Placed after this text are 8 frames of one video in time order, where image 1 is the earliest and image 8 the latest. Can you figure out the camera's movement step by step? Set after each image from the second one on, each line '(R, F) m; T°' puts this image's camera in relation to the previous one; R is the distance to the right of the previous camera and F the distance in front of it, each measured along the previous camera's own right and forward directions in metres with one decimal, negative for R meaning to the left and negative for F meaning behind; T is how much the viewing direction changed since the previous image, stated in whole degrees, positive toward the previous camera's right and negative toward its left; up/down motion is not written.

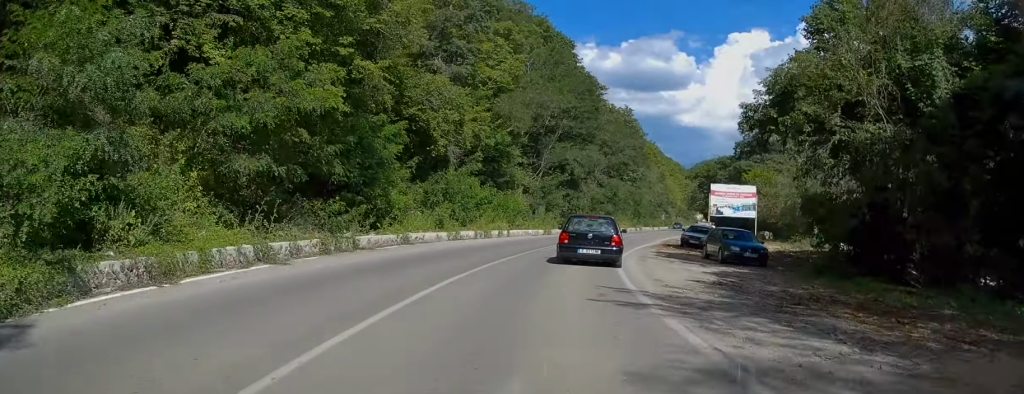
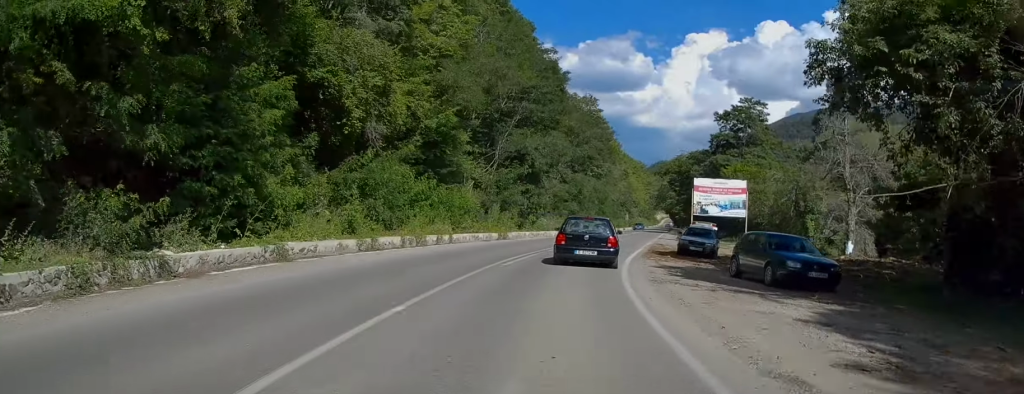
(+0.2, +8.6) m; +4°
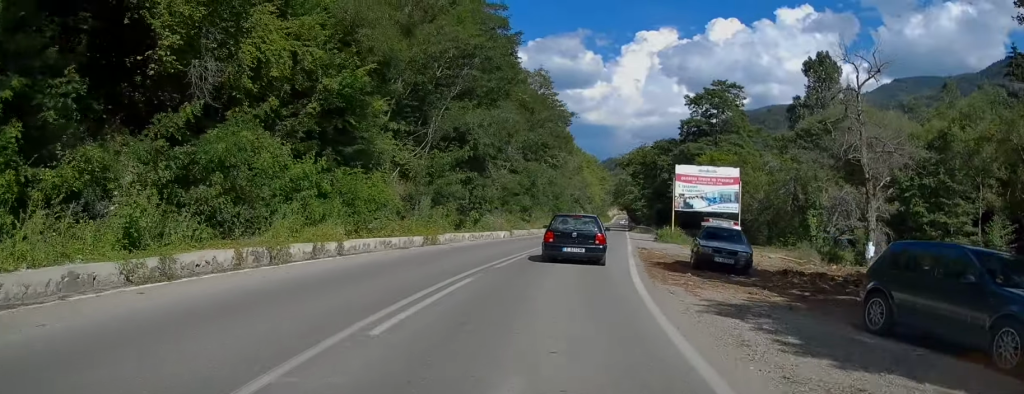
(+0.3, +9.6) m; +5°
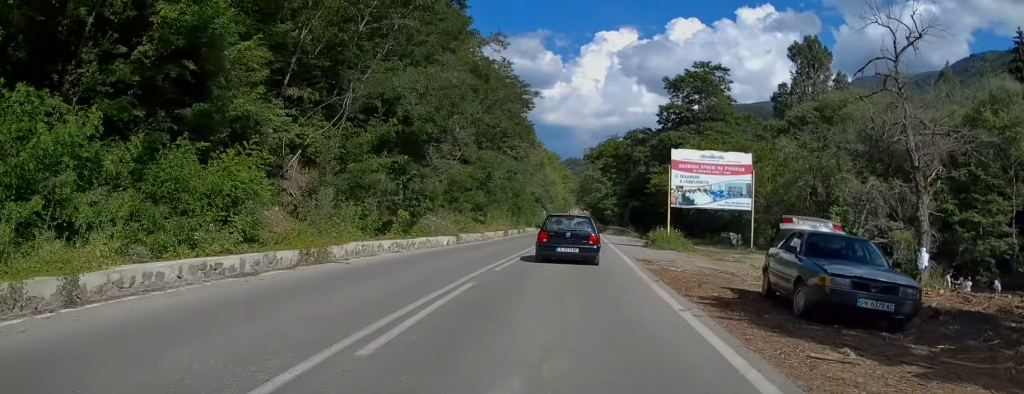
(+0.5, +9.6) m; +4°
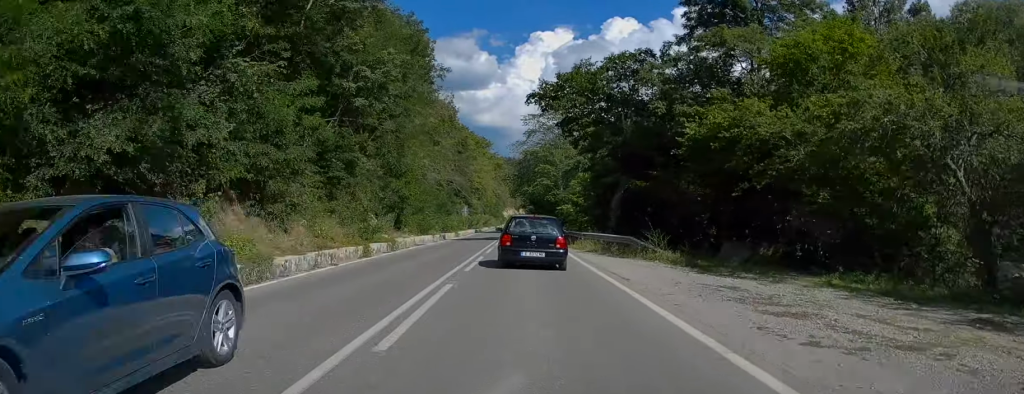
(+2.9, +35.3) m; +7°
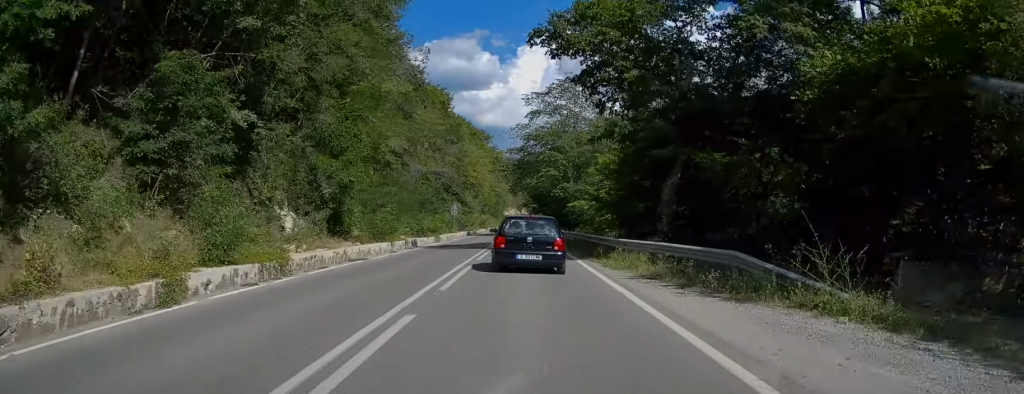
(+0.1, +13.1) m; 0°
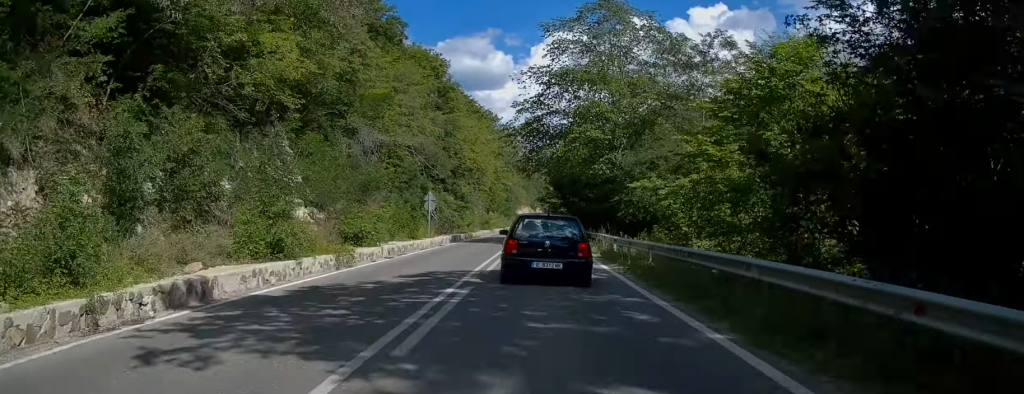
(-0.3, +23.7) m; -1°
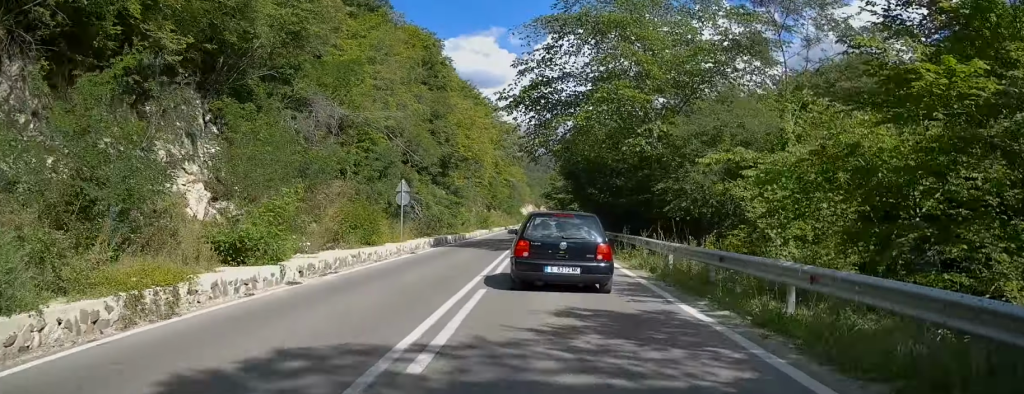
(0.0, +9.7) m; -1°
